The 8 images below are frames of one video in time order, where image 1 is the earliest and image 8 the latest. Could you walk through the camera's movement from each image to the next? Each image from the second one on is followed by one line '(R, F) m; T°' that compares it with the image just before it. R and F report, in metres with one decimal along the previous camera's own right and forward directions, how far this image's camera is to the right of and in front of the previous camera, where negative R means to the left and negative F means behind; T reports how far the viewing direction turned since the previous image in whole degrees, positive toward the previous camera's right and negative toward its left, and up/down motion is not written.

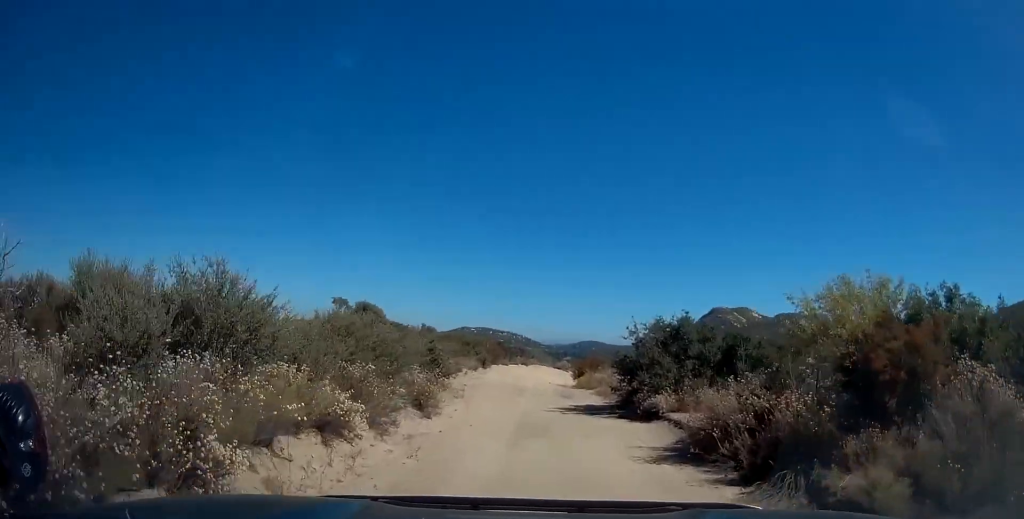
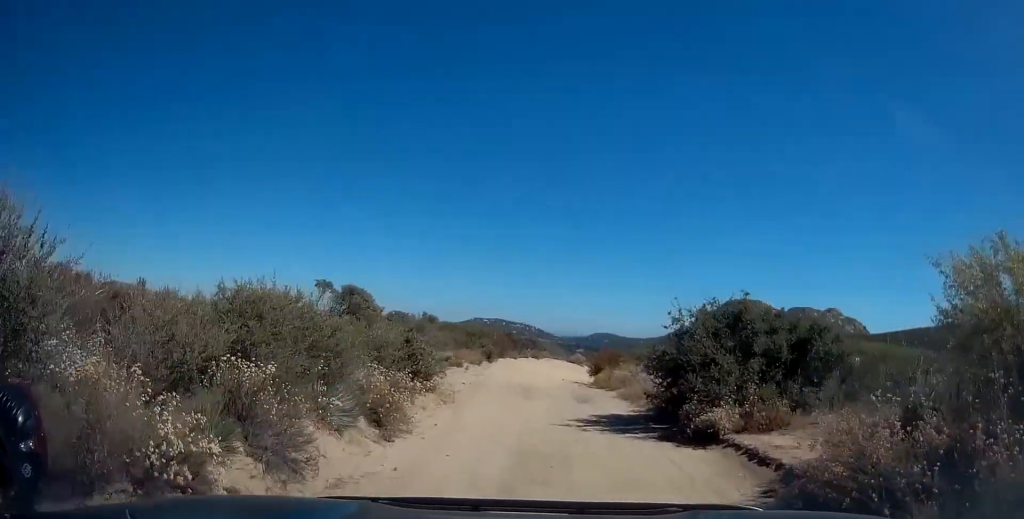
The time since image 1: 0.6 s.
(+0.2, +4.3) m; 0°
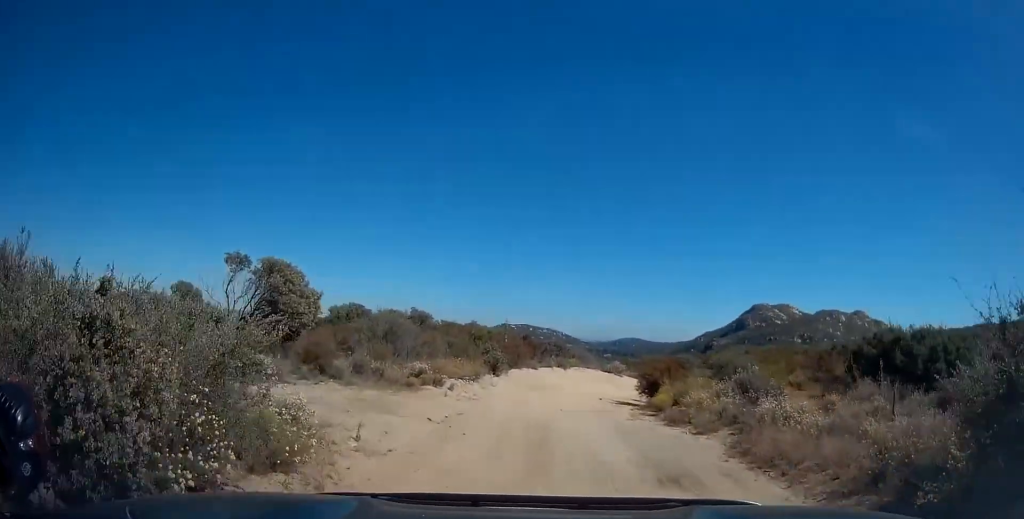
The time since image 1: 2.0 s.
(-0.3, +10.8) m; -7°
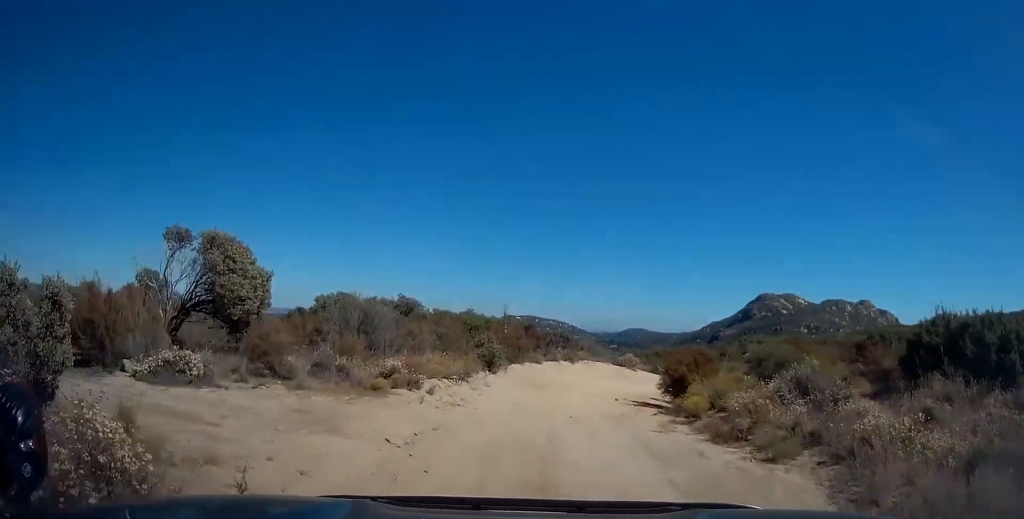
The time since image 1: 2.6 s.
(-0.1, +3.8) m; -1°
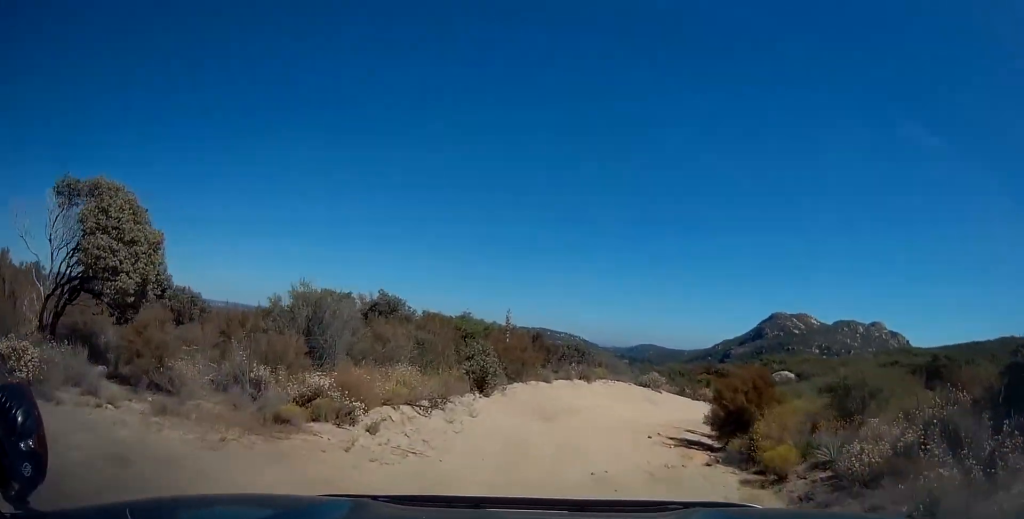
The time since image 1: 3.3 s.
(-0.1, +5.3) m; 0°
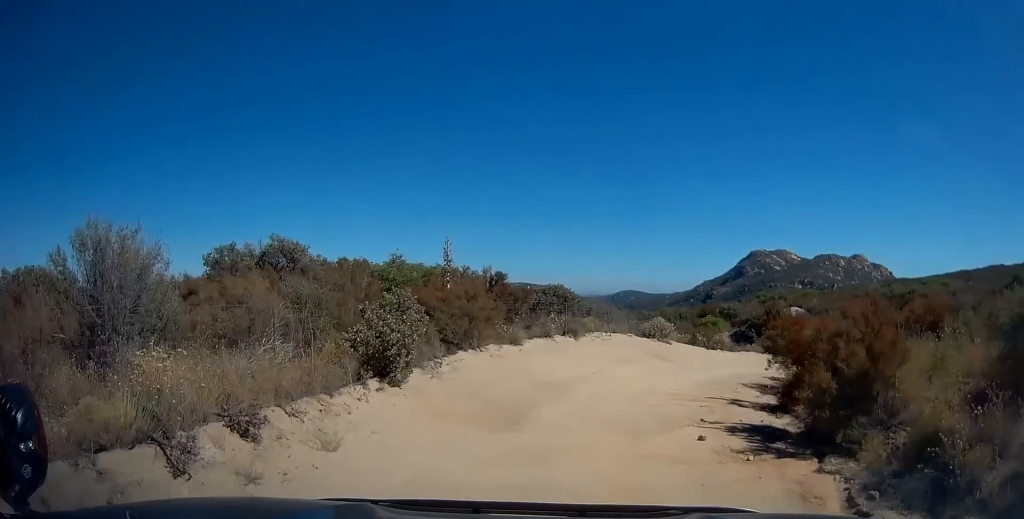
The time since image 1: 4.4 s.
(+0.2, +7.3) m; +4°
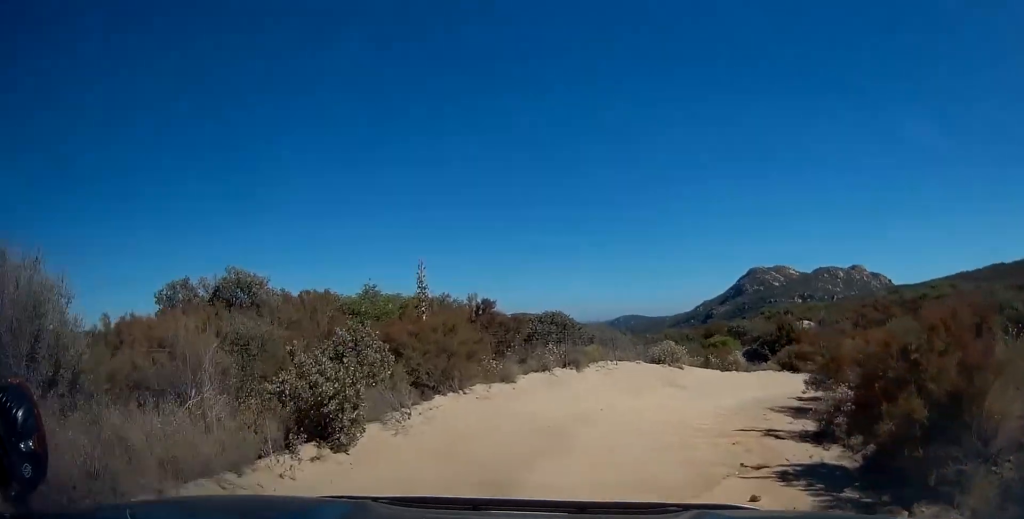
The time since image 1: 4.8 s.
(+0.1, +2.5) m; +1°
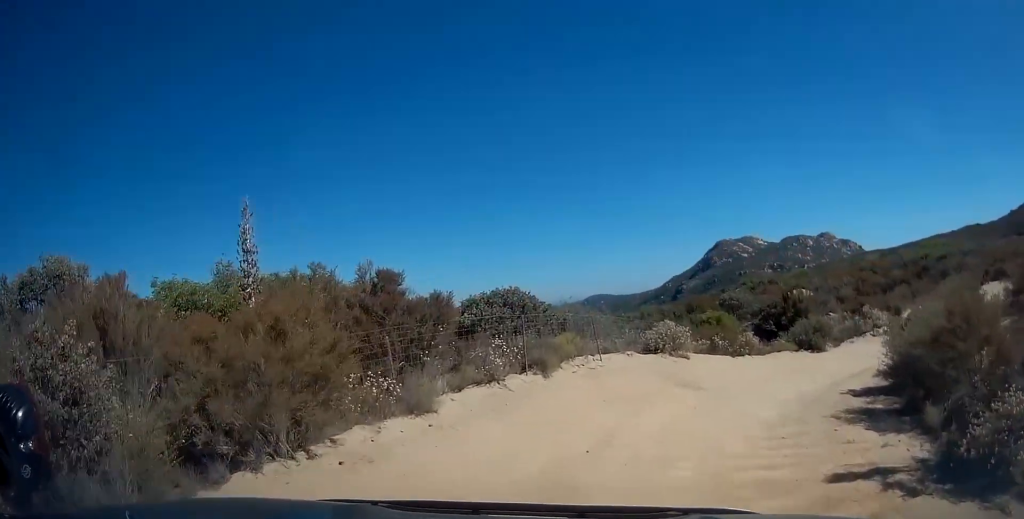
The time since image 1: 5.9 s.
(+0.1, +6.0) m; +1°
